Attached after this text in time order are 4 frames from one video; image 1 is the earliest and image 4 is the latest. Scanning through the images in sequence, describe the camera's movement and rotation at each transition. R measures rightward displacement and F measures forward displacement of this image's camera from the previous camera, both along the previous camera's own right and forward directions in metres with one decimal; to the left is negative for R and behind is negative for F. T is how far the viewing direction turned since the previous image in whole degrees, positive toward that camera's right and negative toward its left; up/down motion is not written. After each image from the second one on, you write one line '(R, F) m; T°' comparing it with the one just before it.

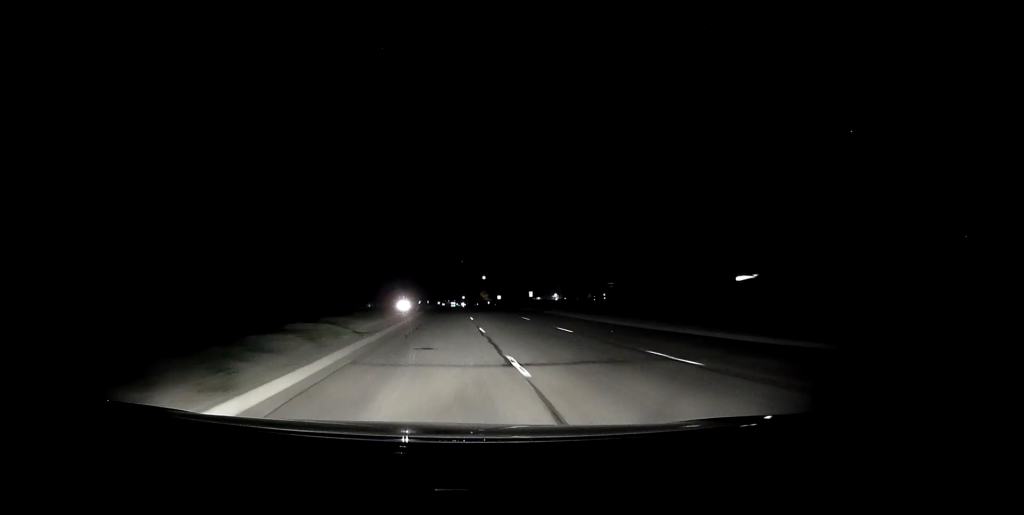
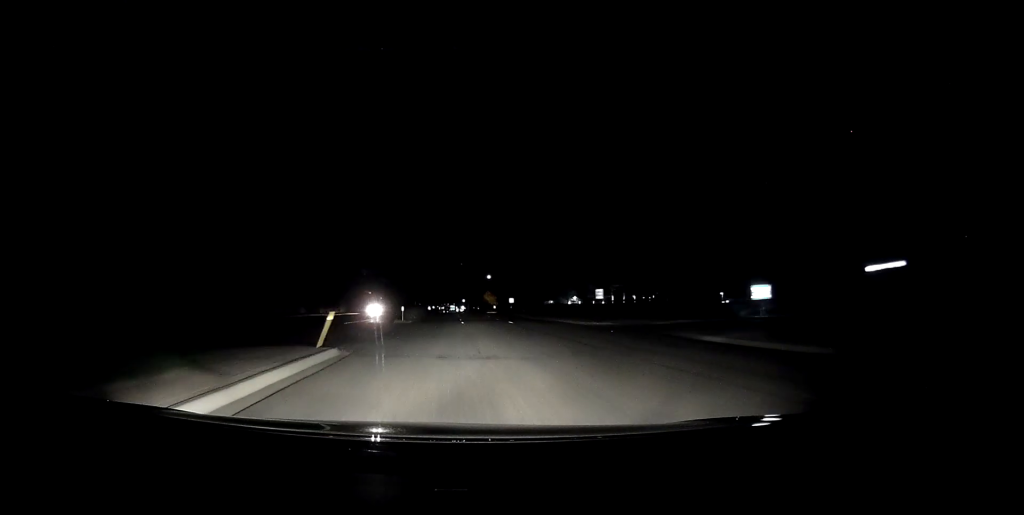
(0.0, +34.2) m; 0°
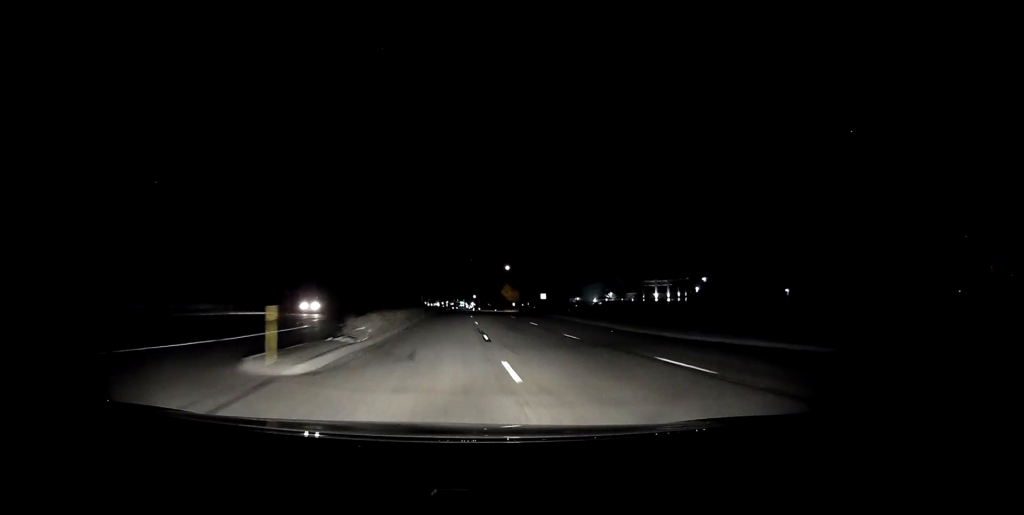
(-0.2, +30.3) m; 0°
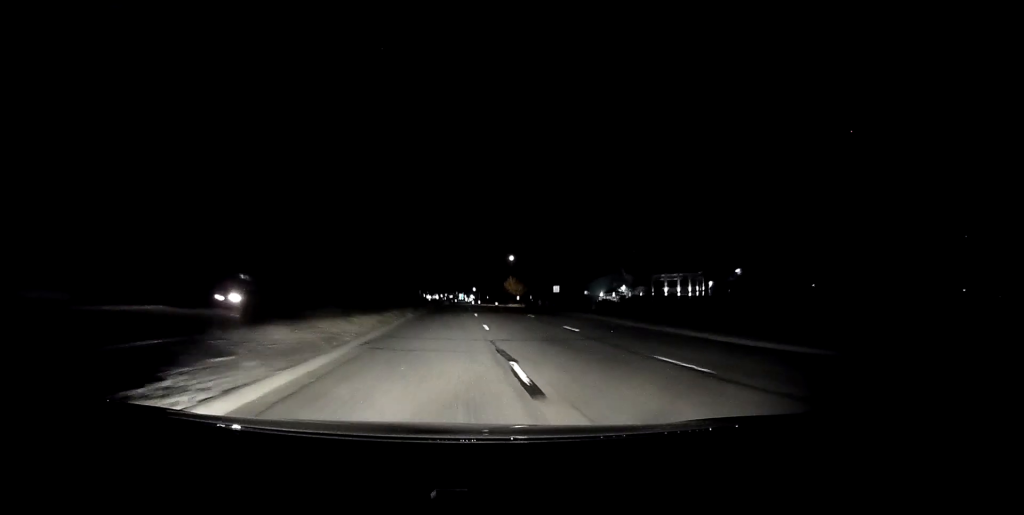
(+0.1, +11.7) m; 0°
